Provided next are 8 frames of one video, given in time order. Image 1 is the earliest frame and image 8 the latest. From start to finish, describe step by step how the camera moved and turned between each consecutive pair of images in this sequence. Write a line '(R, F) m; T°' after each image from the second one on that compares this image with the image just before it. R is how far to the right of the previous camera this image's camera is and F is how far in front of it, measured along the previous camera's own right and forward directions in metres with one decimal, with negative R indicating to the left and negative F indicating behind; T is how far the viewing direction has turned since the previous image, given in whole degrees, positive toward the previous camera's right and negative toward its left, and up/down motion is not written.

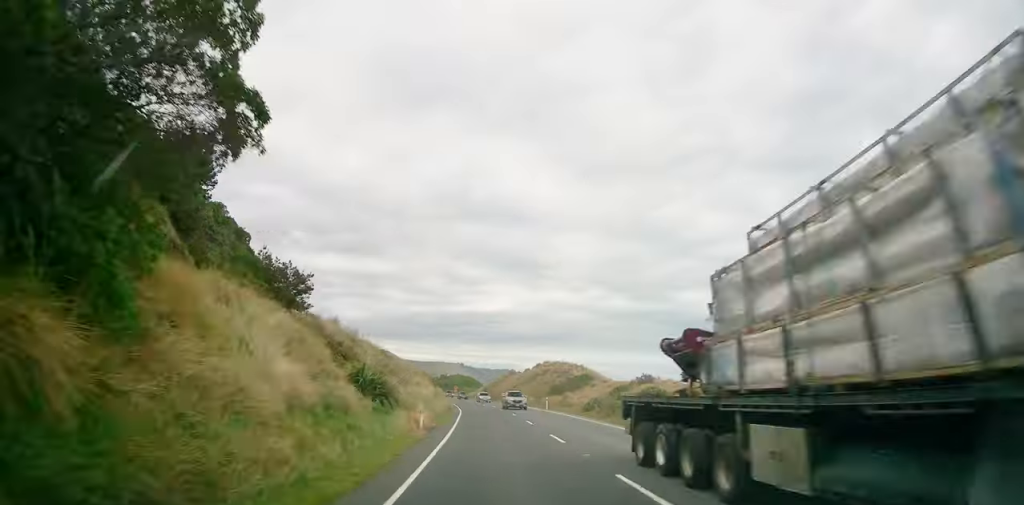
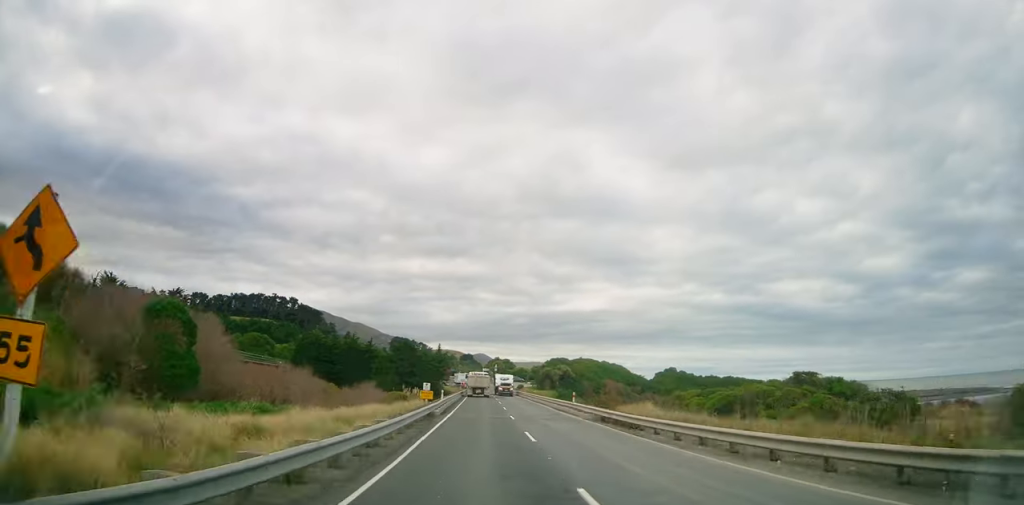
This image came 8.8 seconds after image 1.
(-13.0, +135.9) m; -9°
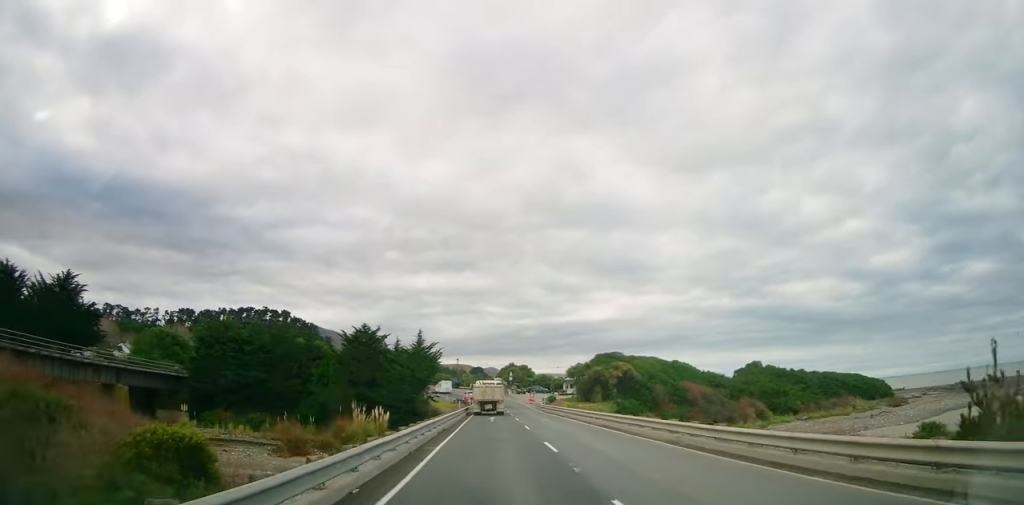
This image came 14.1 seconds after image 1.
(-0.9, +45.8) m; 0°
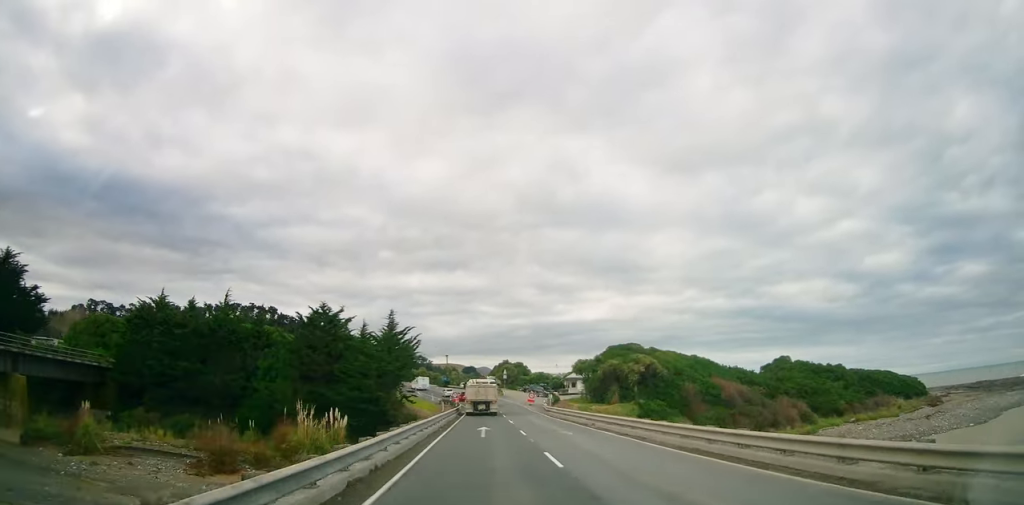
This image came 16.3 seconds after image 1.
(+0.7, +15.2) m; 0°
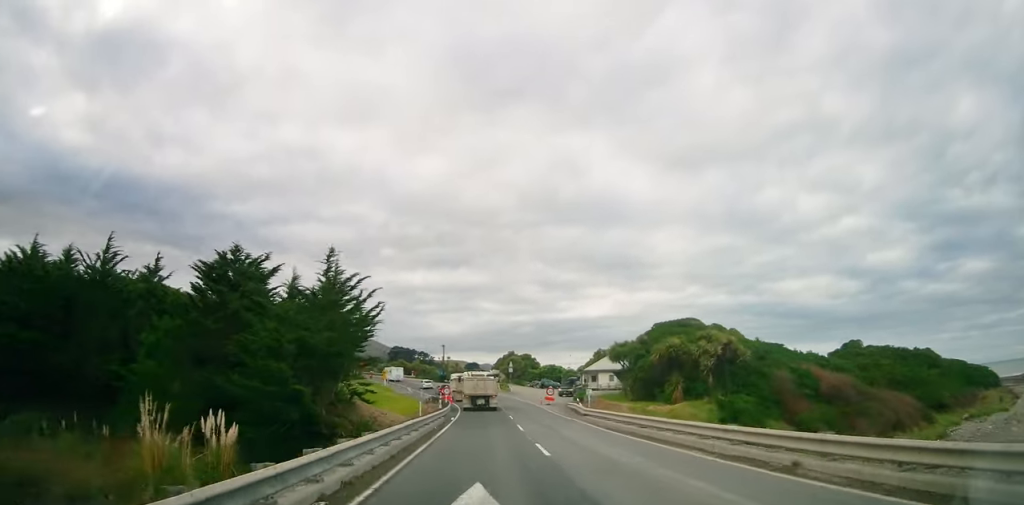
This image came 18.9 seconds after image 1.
(-0.5, +17.3) m; -2°
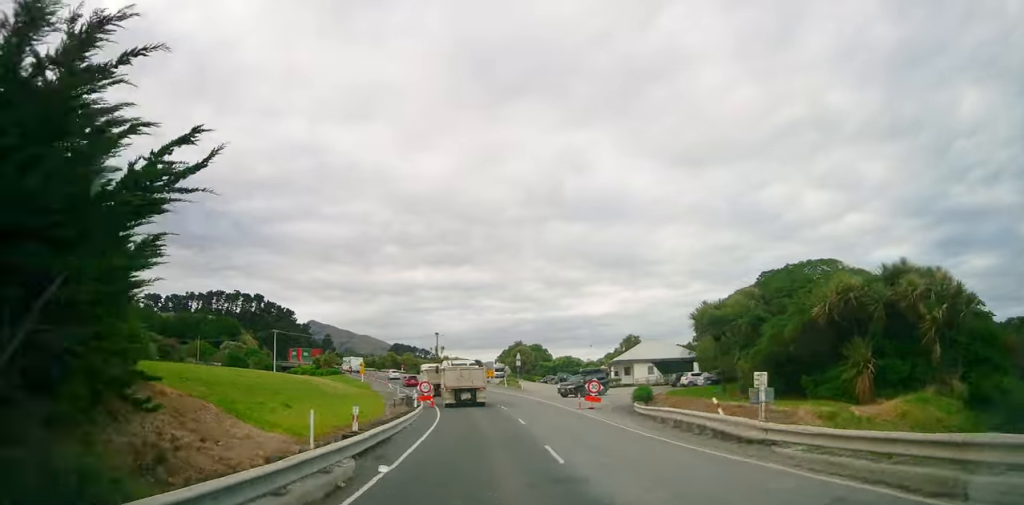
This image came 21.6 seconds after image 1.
(-0.4, +16.8) m; -2°
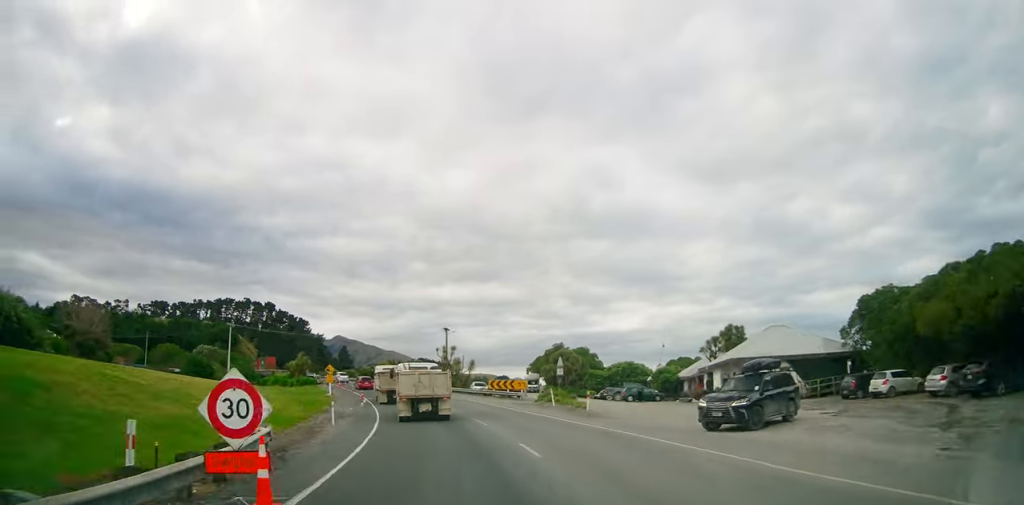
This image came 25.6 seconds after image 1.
(-0.5, +24.6) m; -3°
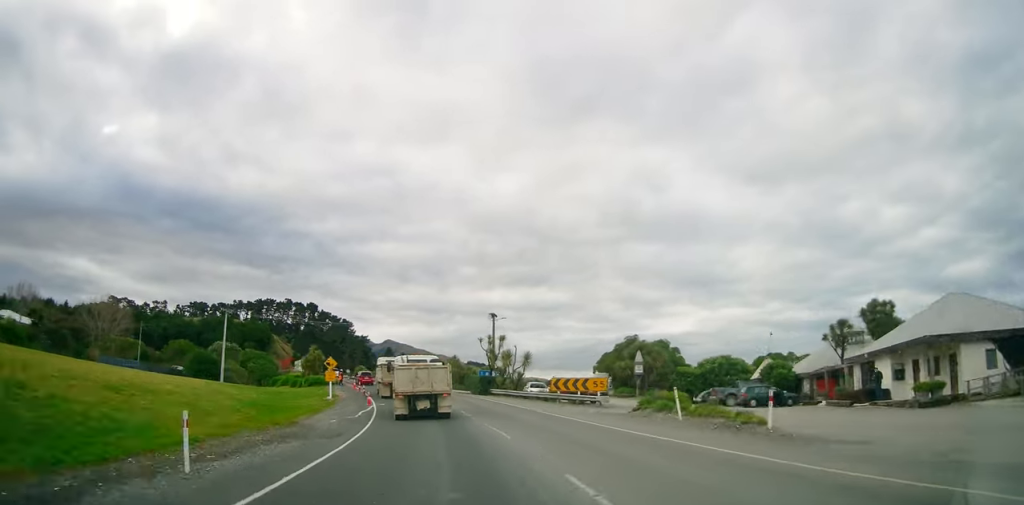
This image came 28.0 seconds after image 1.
(+0.5, +14.6) m; -5°
